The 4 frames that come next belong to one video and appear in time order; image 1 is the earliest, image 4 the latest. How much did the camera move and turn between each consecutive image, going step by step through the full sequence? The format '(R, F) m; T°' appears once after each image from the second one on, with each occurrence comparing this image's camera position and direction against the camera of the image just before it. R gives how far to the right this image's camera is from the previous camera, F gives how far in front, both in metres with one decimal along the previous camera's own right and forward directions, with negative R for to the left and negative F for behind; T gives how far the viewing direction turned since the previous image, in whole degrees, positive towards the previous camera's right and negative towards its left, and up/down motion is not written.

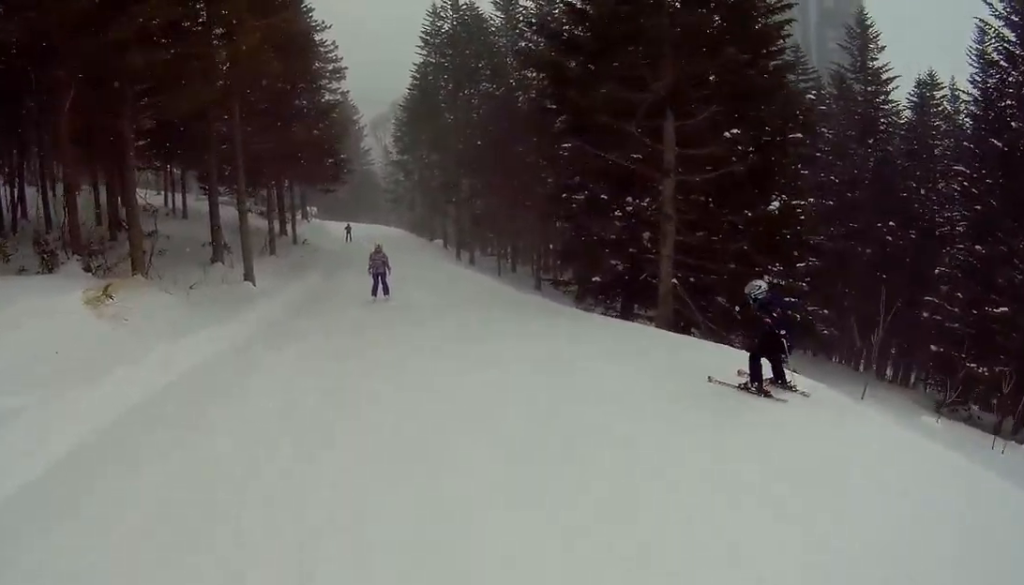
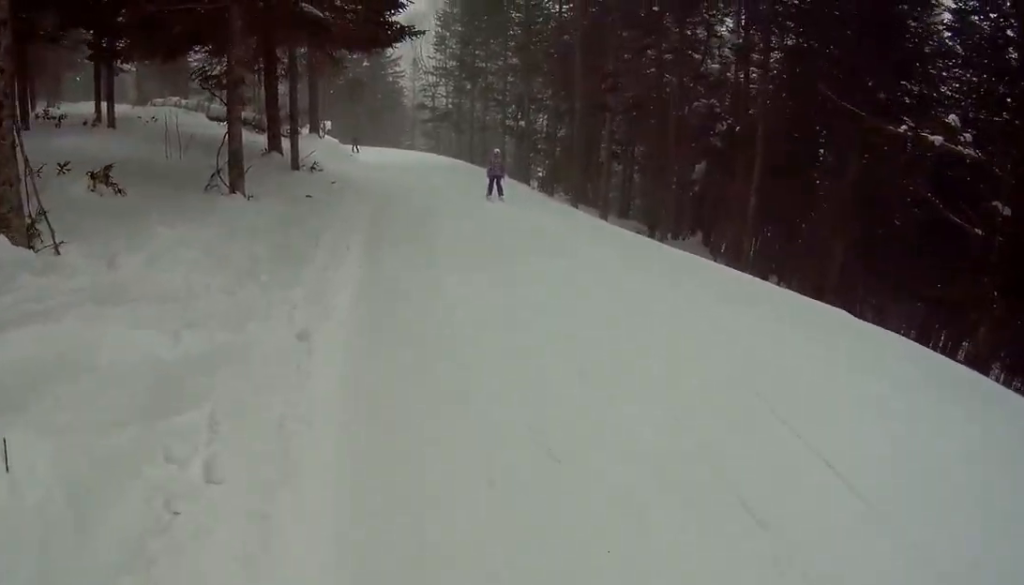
(-3.0, +19.1) m; +3°
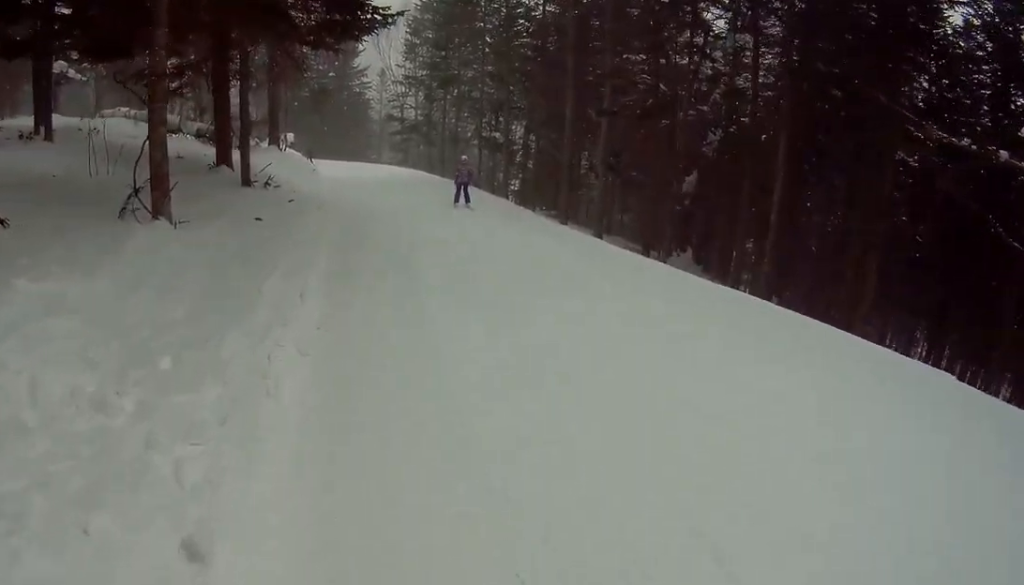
(+0.8, +3.1) m; +4°
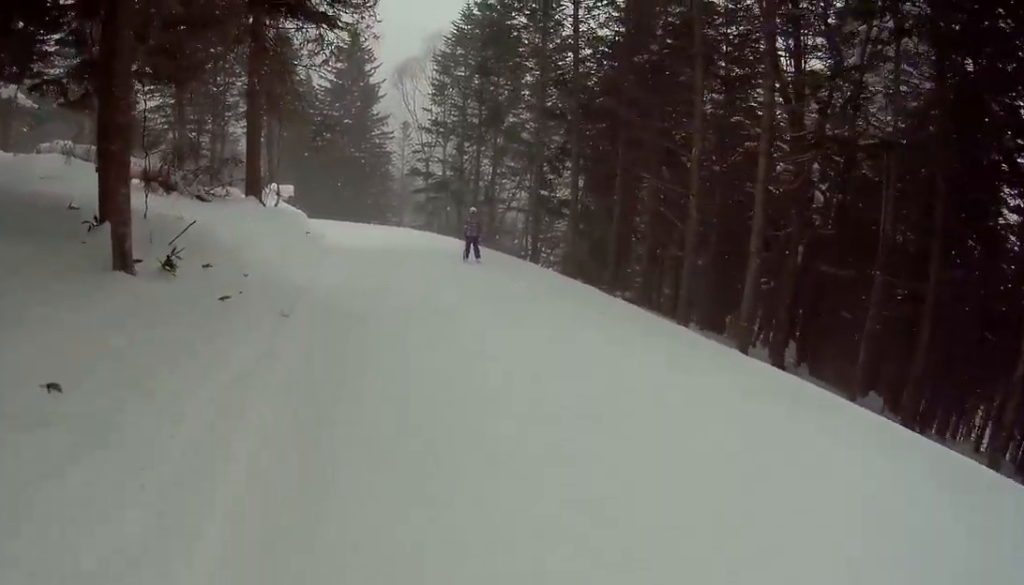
(+1.1, +9.2) m; +9°
